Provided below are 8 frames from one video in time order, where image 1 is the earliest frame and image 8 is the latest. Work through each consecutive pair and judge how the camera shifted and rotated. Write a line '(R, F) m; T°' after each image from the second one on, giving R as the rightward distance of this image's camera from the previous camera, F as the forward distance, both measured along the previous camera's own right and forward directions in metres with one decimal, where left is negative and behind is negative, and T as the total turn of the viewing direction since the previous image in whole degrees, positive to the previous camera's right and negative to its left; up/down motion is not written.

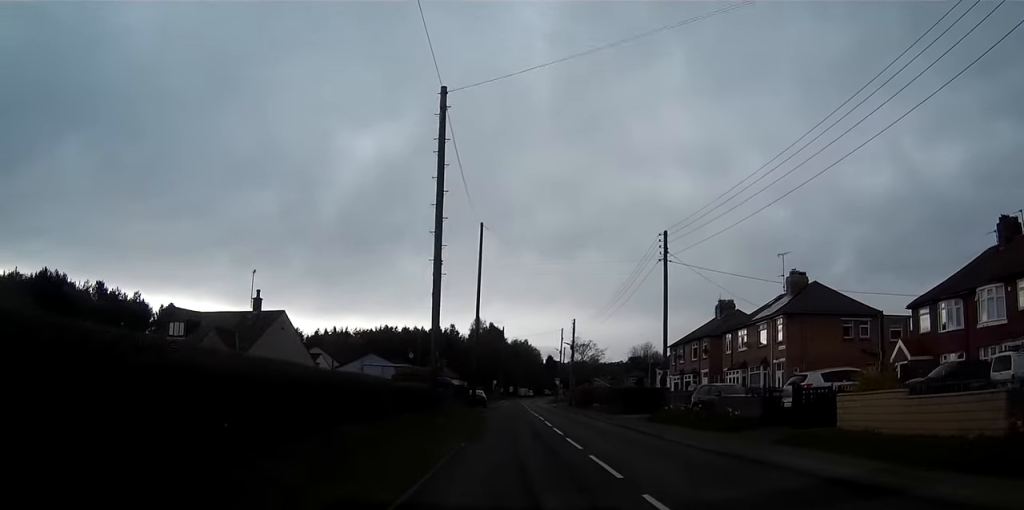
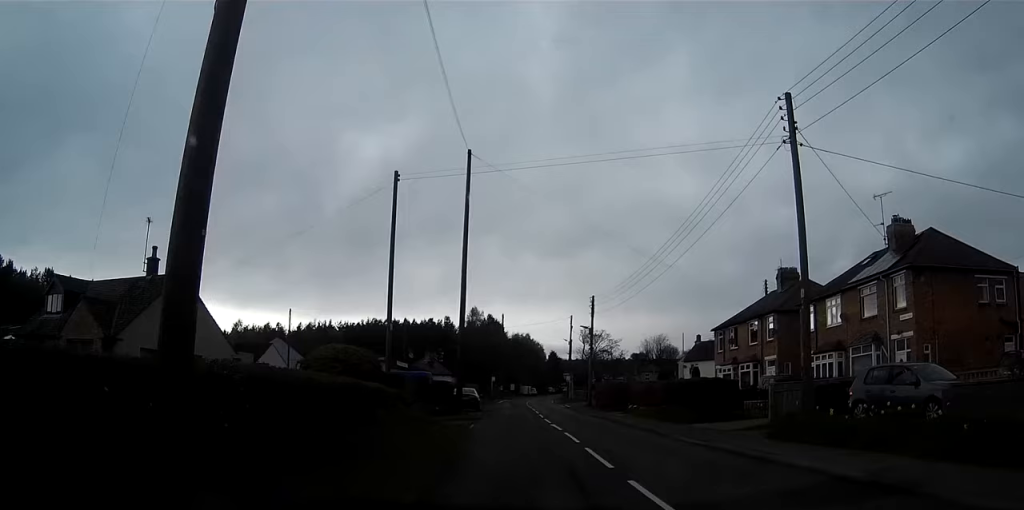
(0.0, +16.3) m; 0°
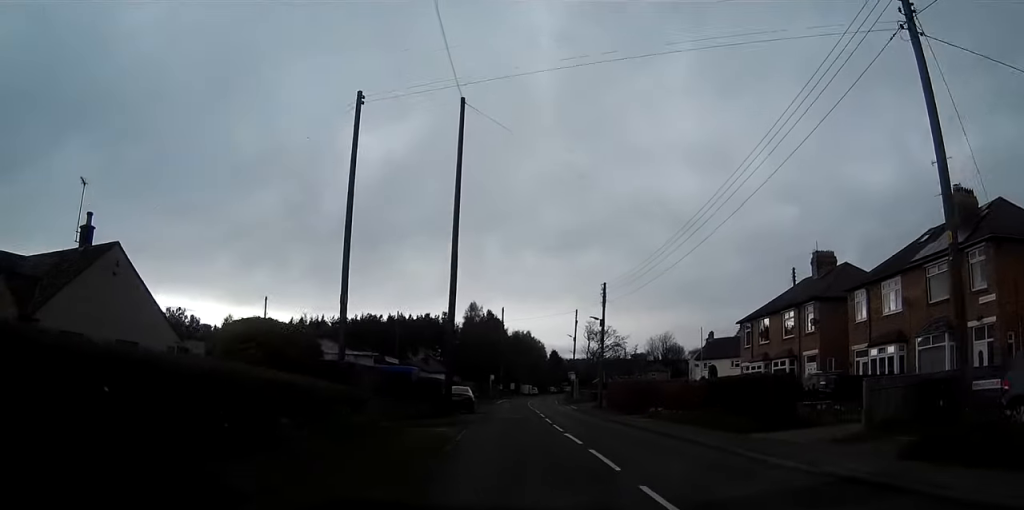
(0.0, +6.7) m; 0°
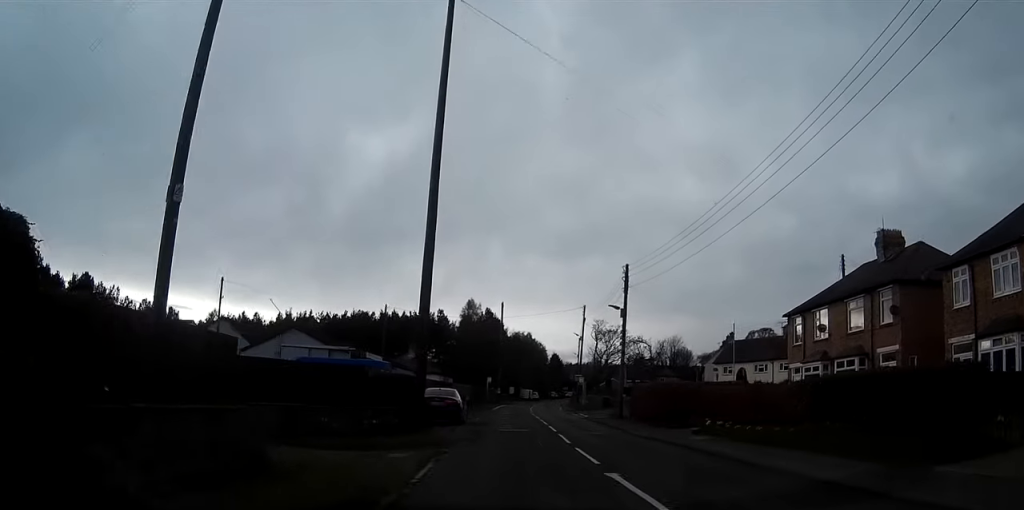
(0.0, +9.2) m; +1°
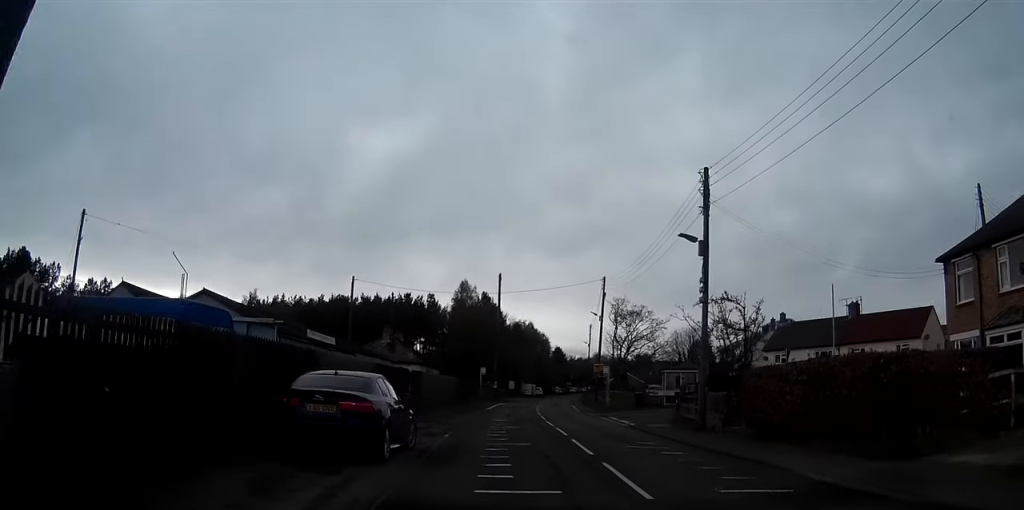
(0.0, +17.7) m; 0°
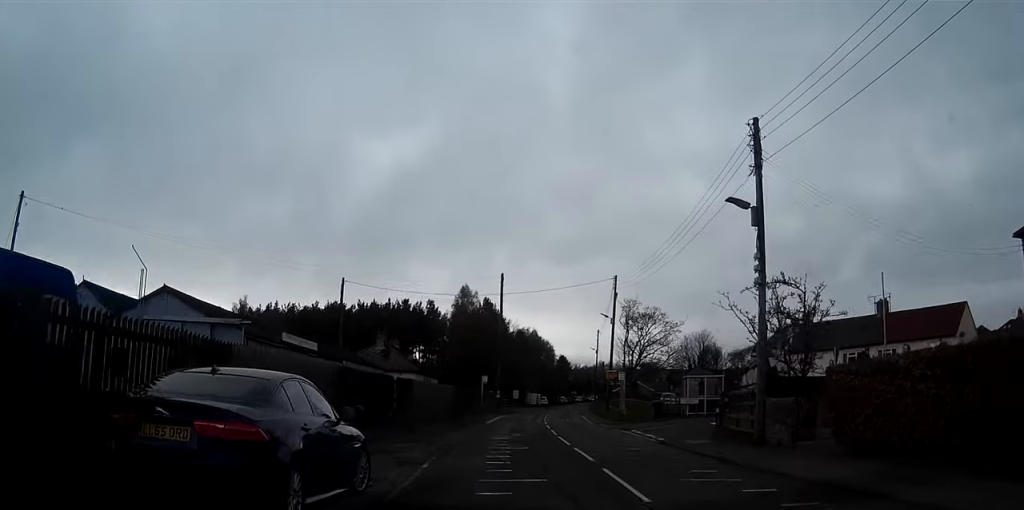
(-0.1, +5.4) m; 0°
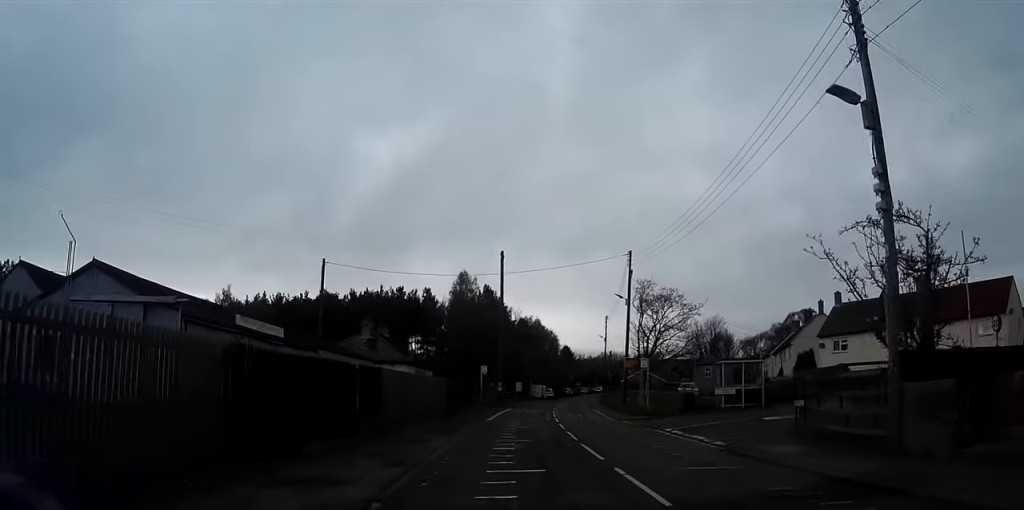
(0.0, +6.9) m; 0°
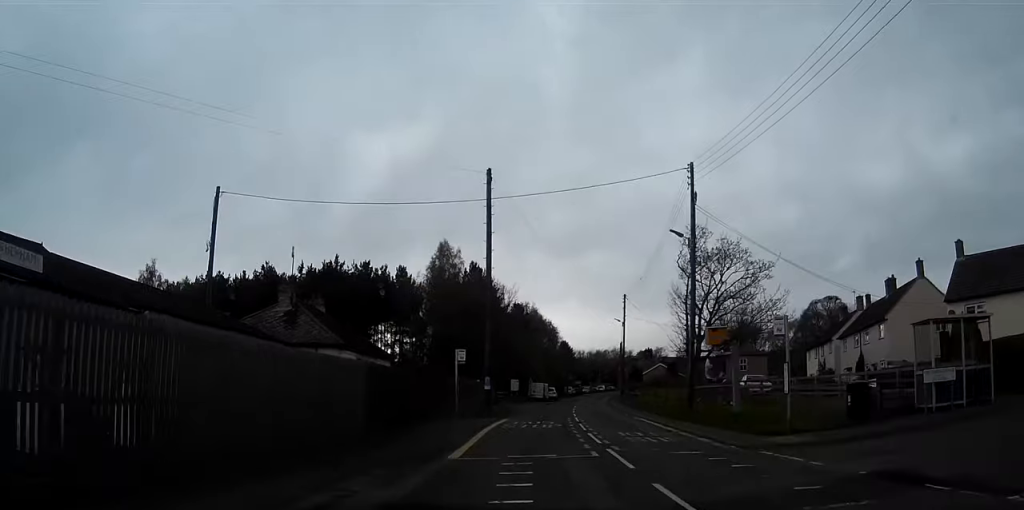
(0.0, +20.0) m; 0°
